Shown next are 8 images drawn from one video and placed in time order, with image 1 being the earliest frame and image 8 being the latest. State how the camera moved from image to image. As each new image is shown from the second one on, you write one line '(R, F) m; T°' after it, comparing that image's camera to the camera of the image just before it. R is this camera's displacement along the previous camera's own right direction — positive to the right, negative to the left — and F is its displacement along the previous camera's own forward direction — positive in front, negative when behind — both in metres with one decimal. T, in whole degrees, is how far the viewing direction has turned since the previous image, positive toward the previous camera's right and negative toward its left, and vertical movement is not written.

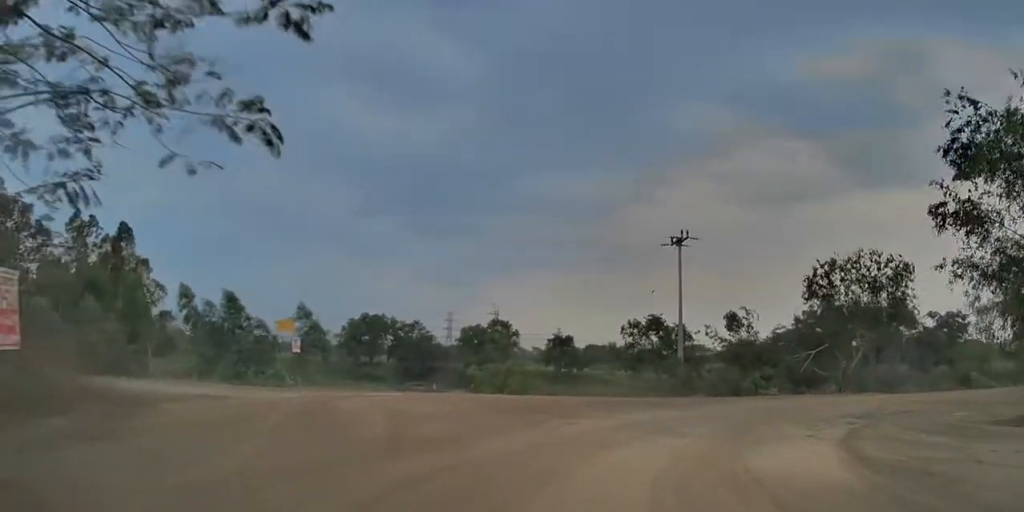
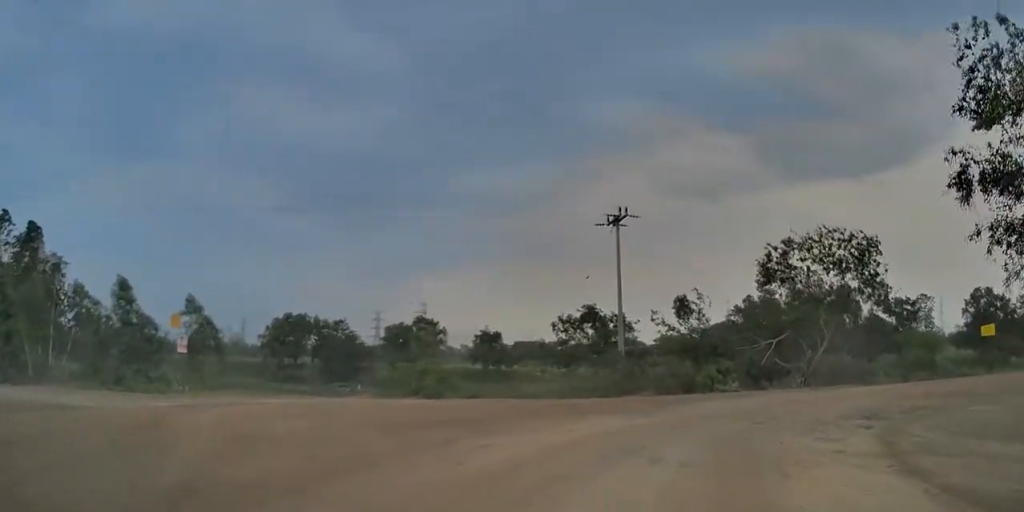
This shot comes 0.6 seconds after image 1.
(+0.2, +4.0) m; +4°
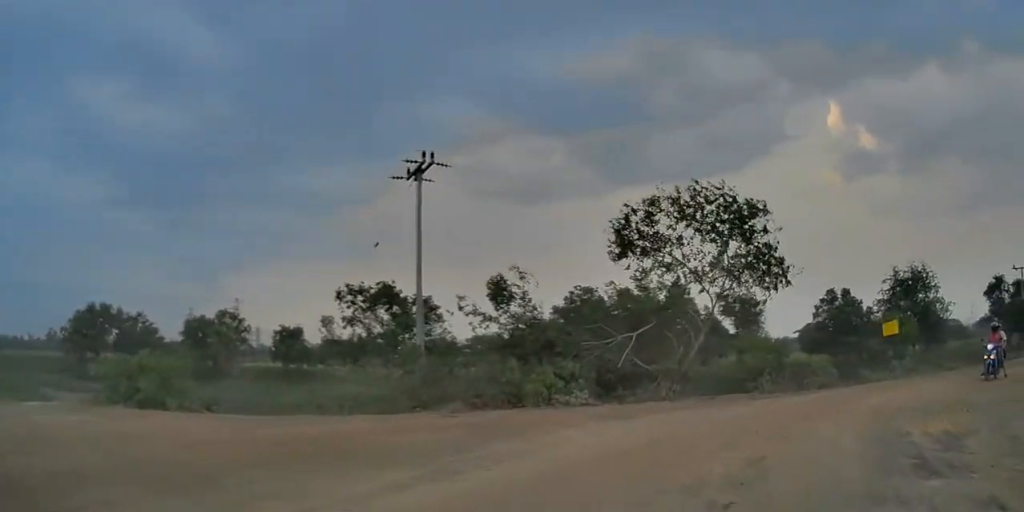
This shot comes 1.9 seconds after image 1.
(+0.2, +6.9) m; +5°
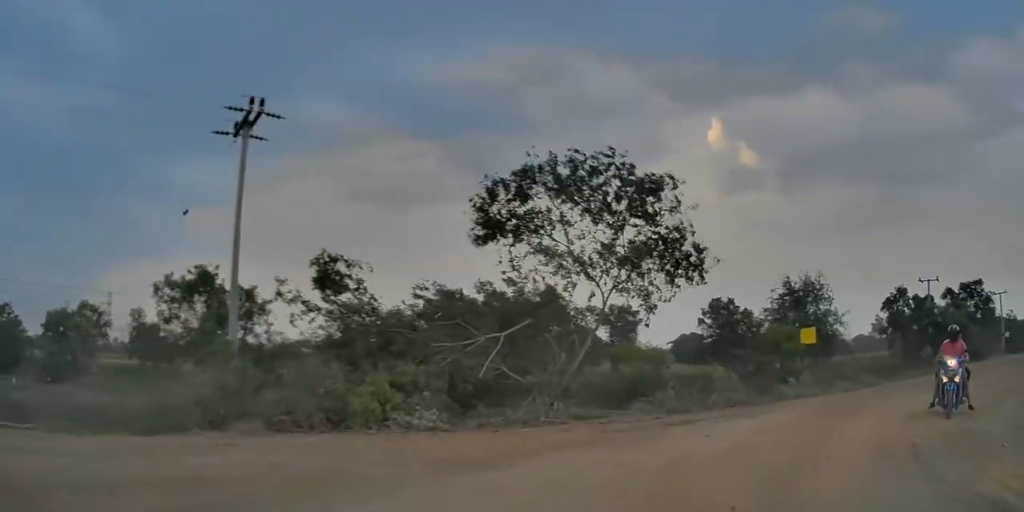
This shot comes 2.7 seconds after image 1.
(0.0, +3.7) m; +14°
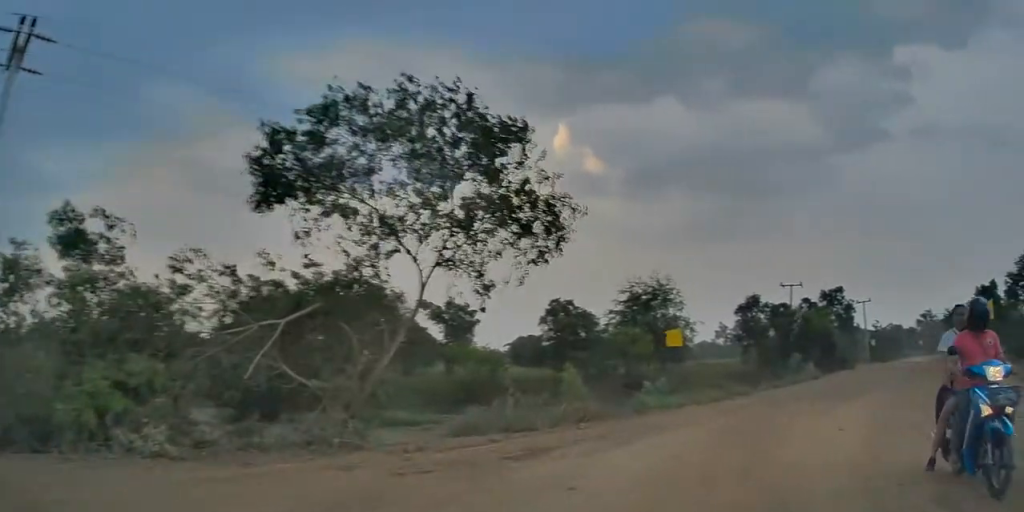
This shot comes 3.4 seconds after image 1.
(+0.5, +3.2) m; +24°
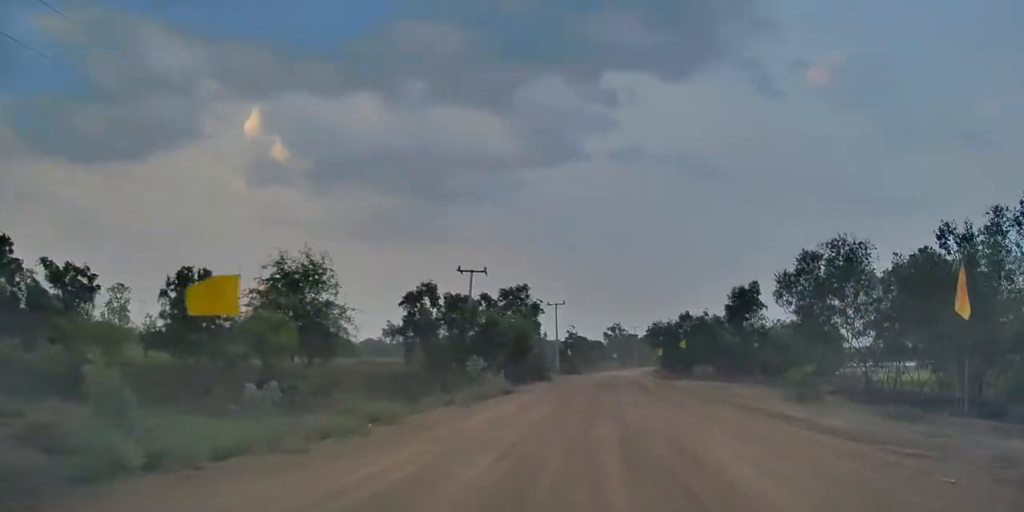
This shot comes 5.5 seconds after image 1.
(+5.0, +10.2) m; +34°
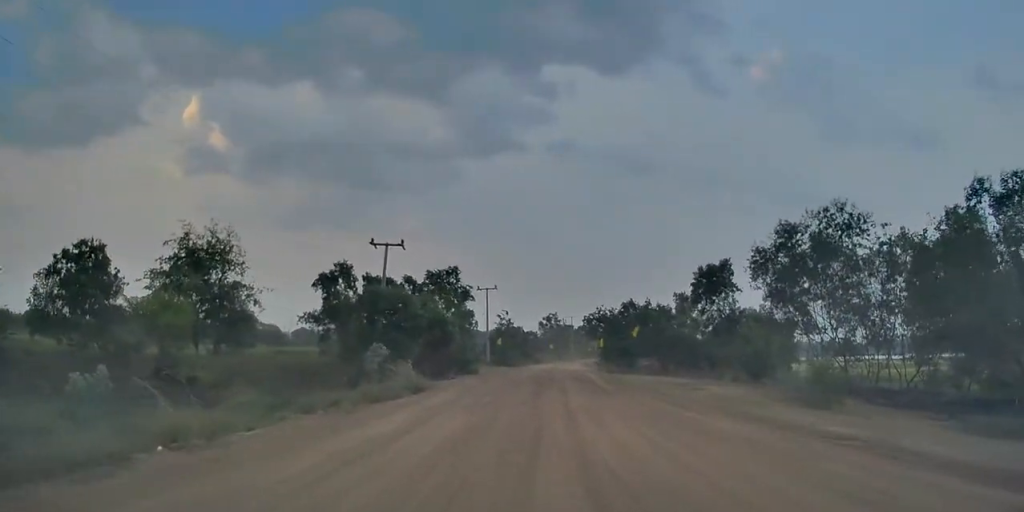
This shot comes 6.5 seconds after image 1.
(0.0, +6.3) m; +4°
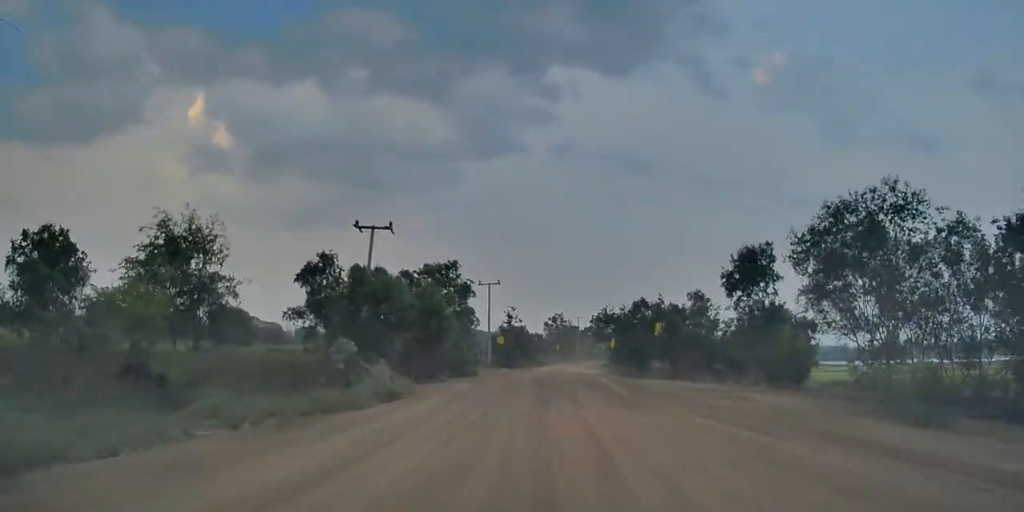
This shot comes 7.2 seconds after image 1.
(+0.1, +4.4) m; +7°
